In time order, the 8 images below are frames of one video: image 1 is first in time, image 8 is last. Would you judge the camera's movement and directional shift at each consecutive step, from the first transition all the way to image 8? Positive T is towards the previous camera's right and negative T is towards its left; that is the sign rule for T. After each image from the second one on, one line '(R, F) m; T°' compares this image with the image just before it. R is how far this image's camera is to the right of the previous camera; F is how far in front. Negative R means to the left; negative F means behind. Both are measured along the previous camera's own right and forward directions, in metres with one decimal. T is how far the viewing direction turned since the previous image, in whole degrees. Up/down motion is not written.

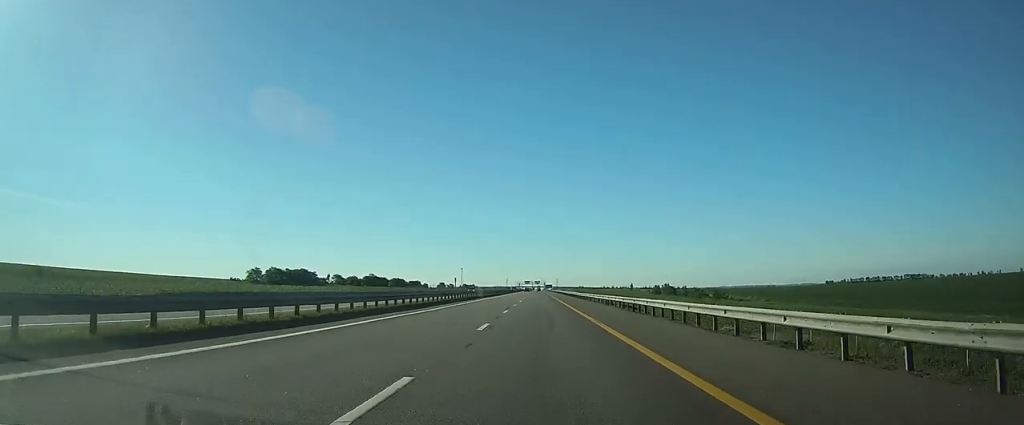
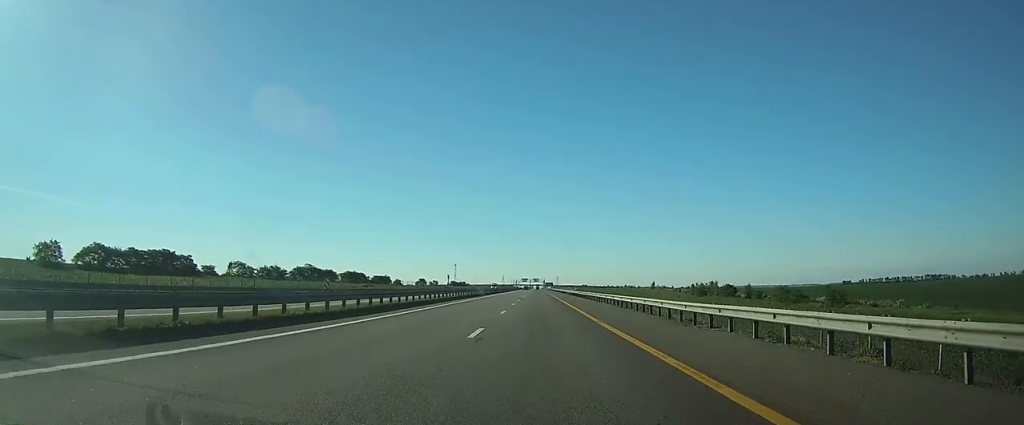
(-0.4, +76.1) m; 0°
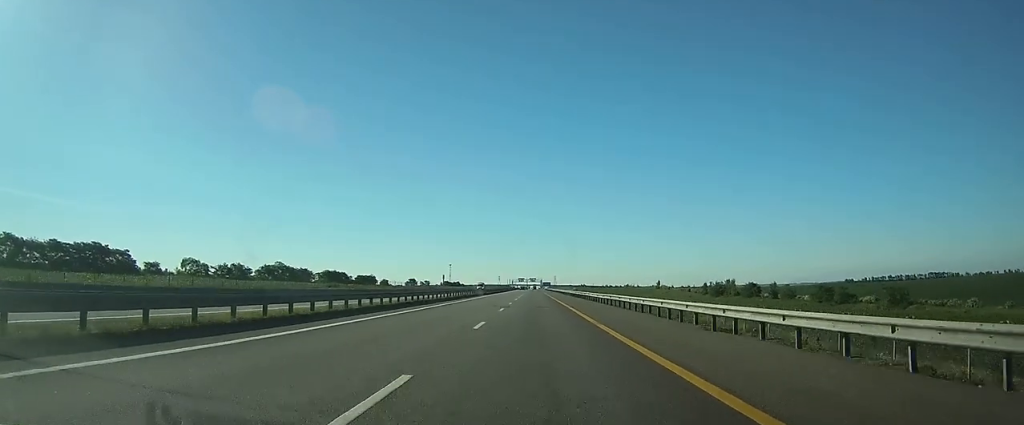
(0.0, +21.1) m; 0°
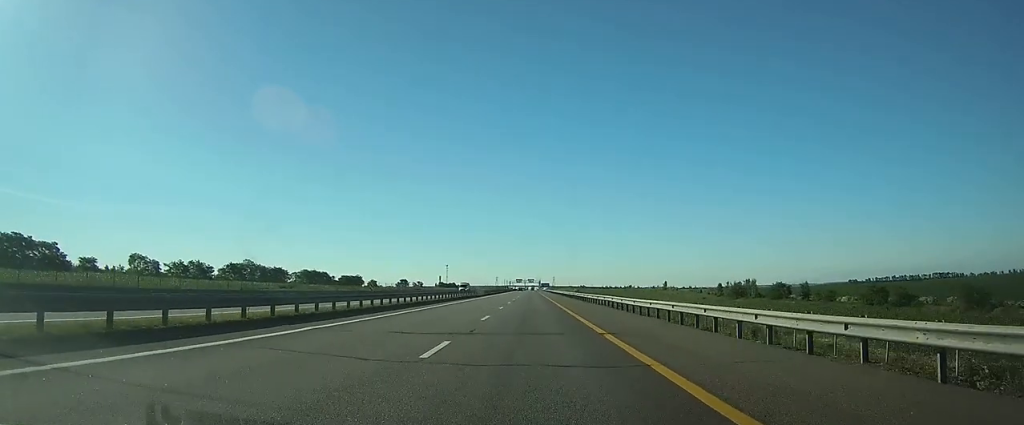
(0.0, +19.1) m; 0°
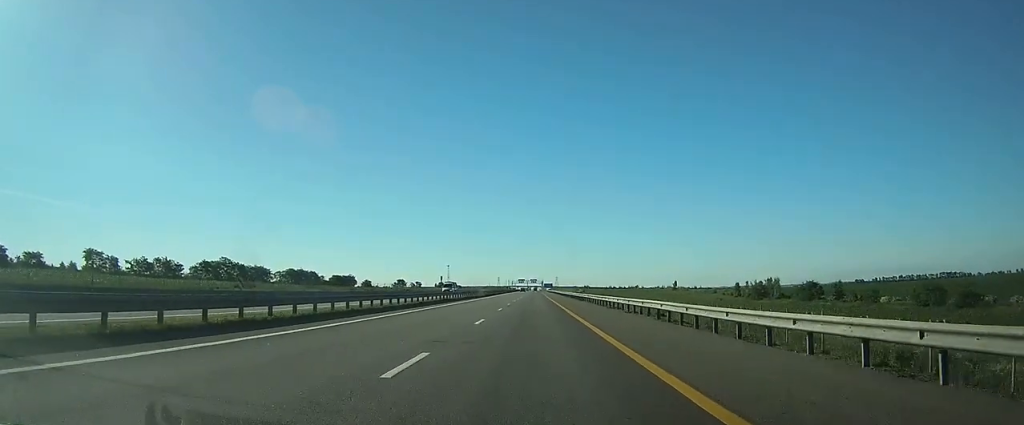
(0.0, +14.3) m; 0°
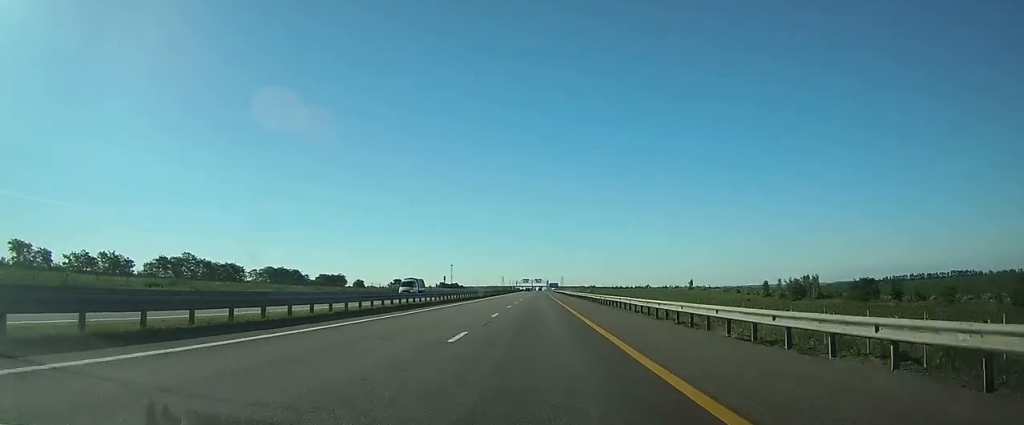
(0.0, +19.0) m; 0°
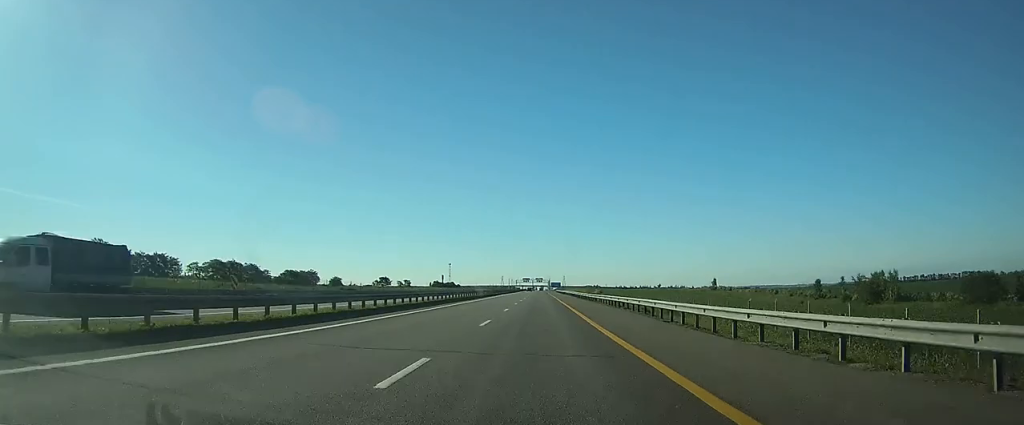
(0.0, +30.2) m; 0°
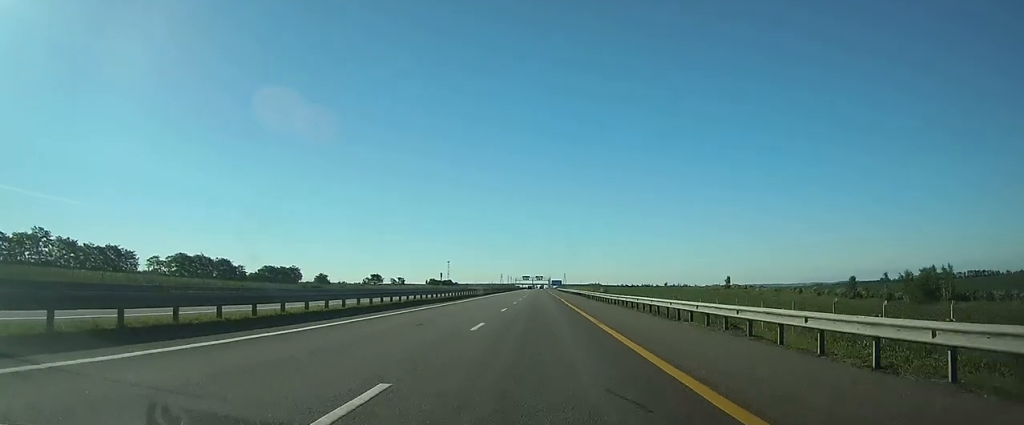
(0.0, +15.1) m; 0°
